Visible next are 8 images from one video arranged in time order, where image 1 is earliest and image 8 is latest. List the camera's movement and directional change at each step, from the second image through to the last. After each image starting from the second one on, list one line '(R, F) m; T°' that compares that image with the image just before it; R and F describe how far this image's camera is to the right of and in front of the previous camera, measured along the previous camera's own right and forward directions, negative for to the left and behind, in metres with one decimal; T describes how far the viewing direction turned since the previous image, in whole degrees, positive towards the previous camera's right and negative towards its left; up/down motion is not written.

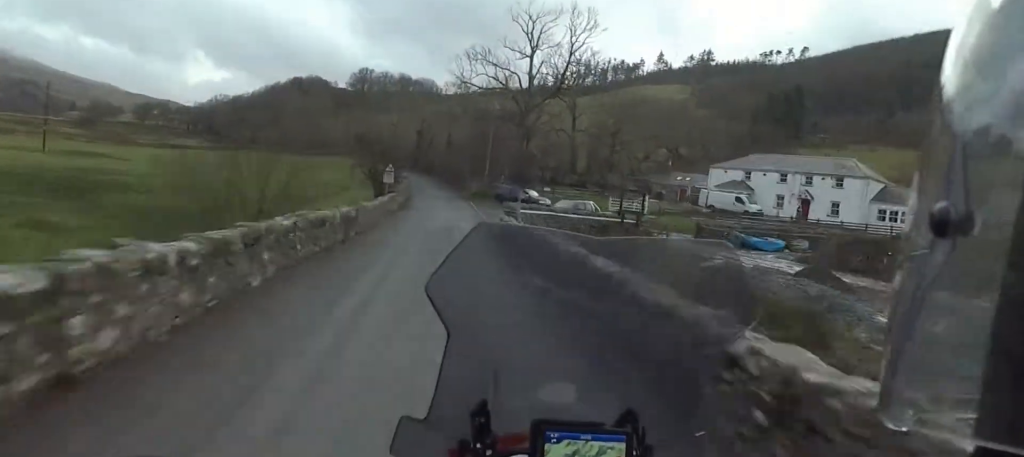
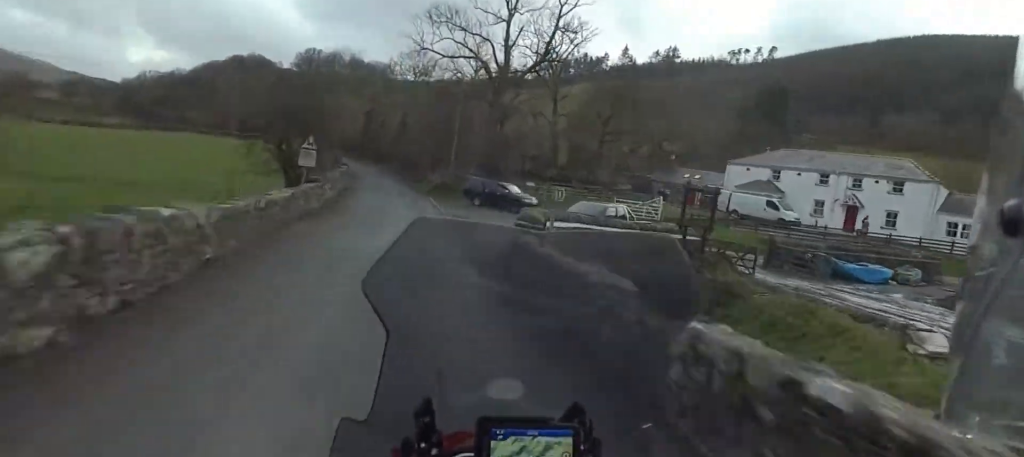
(+0.5, +13.1) m; 0°
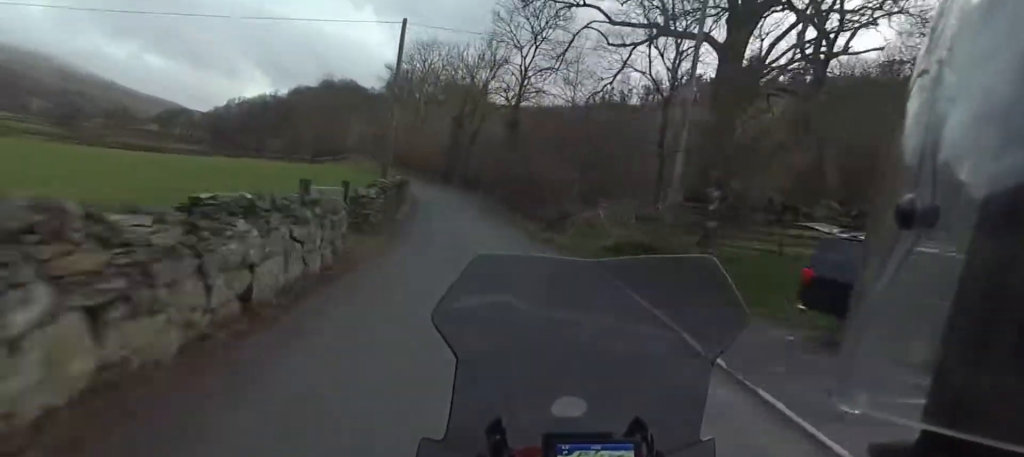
(-0.5, +32.2) m; -2°
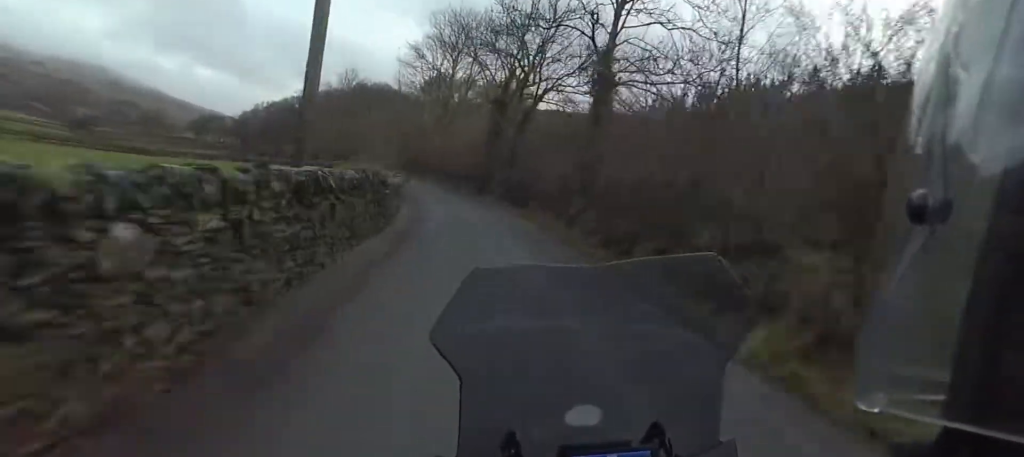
(-0.1, +17.9) m; -3°
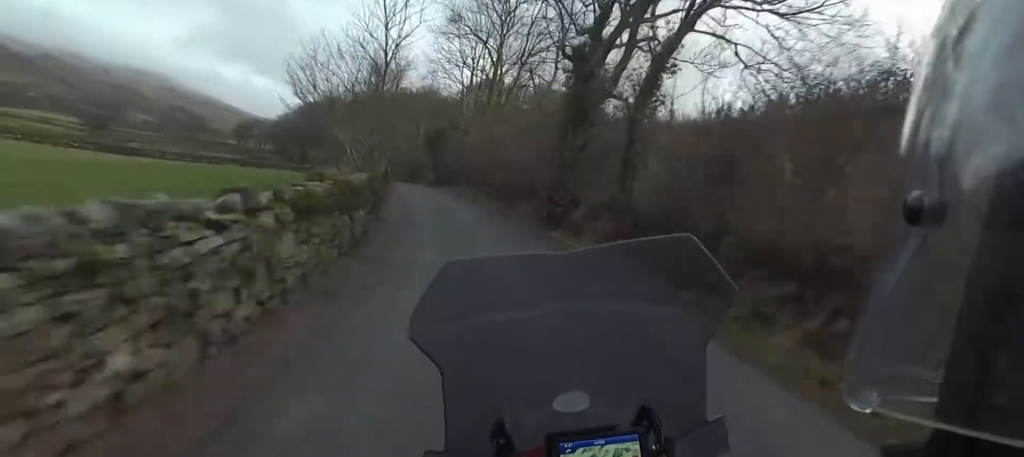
(-0.7, +18.6) m; -6°
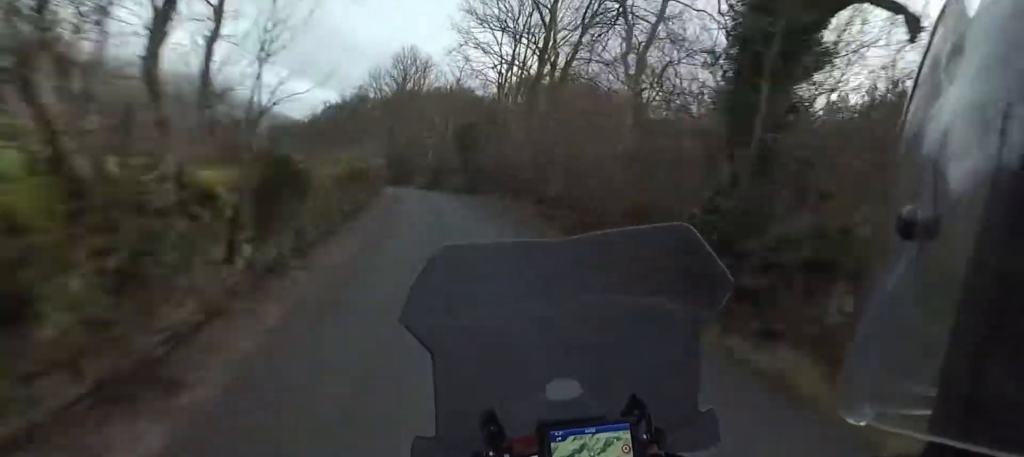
(-0.4, +12.2) m; -5°
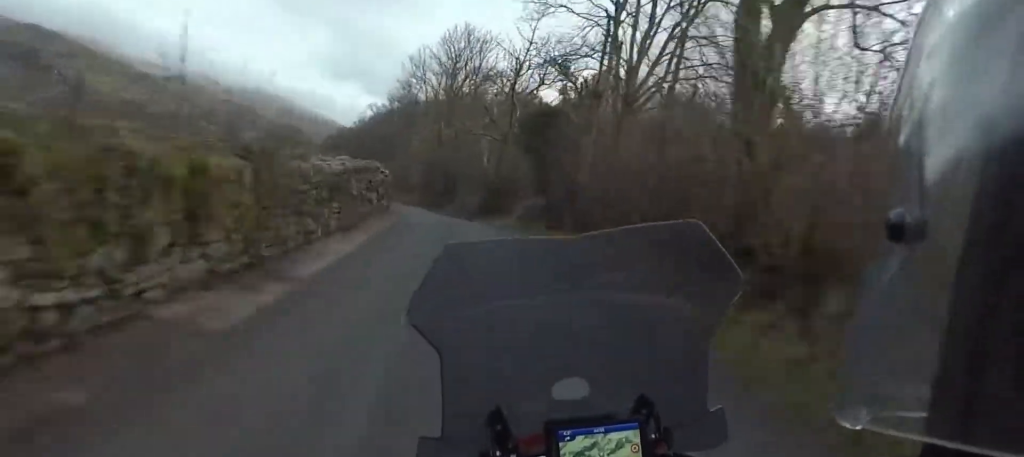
(-1.6, +19.3) m; -7°
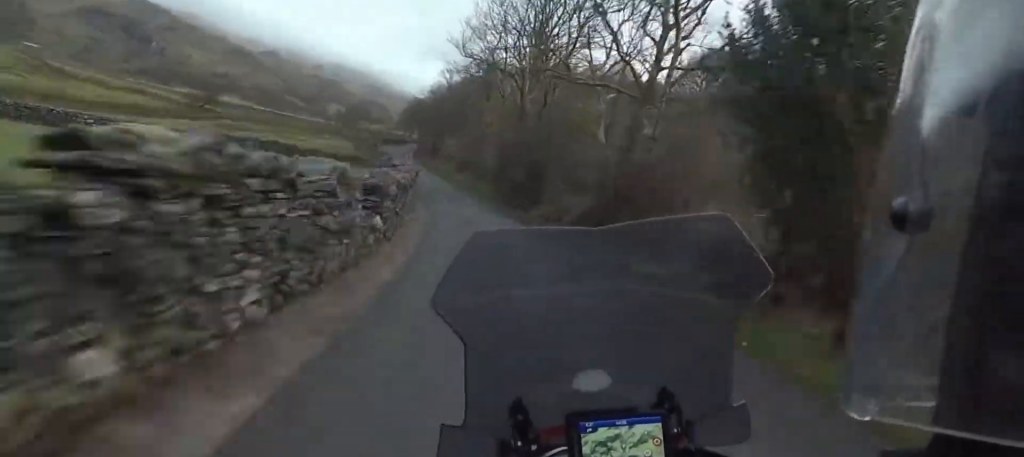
(-0.6, +18.1) m; -2°
